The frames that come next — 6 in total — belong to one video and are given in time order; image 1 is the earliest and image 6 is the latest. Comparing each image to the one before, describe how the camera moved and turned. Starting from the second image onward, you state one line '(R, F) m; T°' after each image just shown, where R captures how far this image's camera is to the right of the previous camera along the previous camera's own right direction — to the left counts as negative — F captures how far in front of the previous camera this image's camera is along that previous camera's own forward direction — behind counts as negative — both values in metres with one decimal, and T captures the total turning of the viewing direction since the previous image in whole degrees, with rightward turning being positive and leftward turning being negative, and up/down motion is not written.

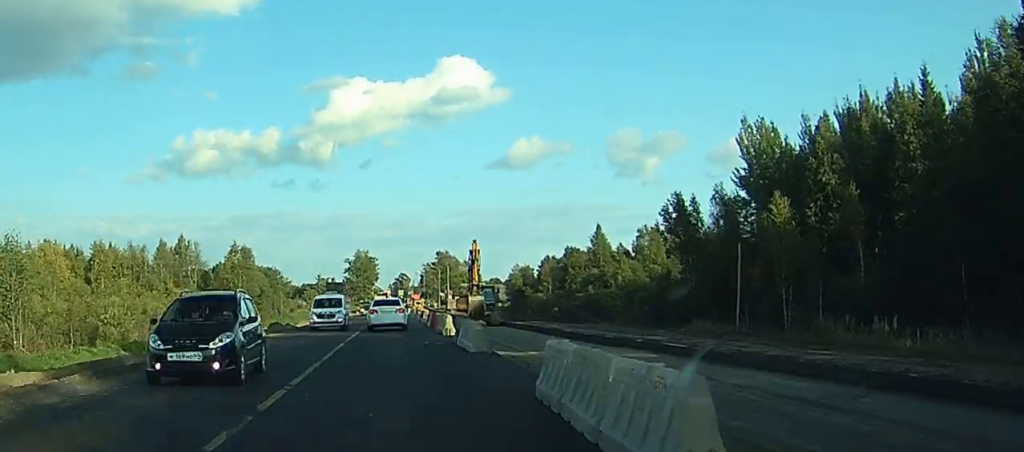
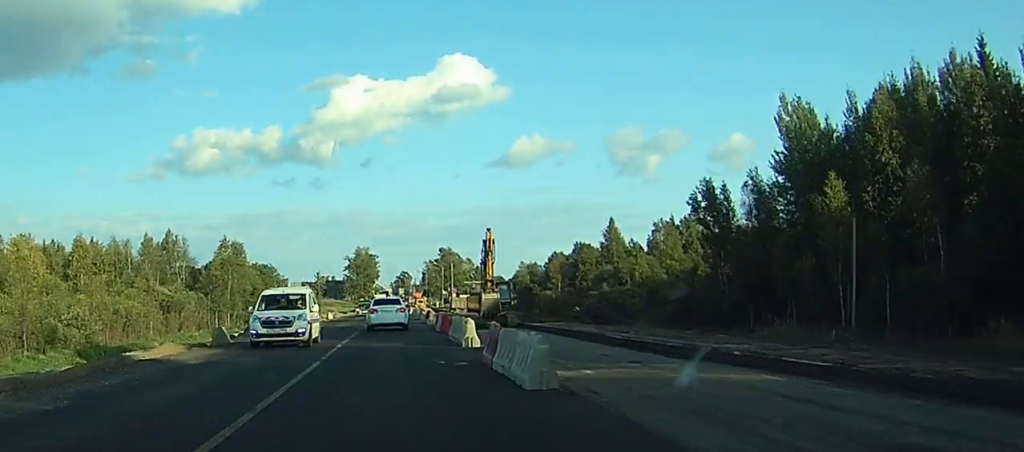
(0.0, +9.1) m; 0°
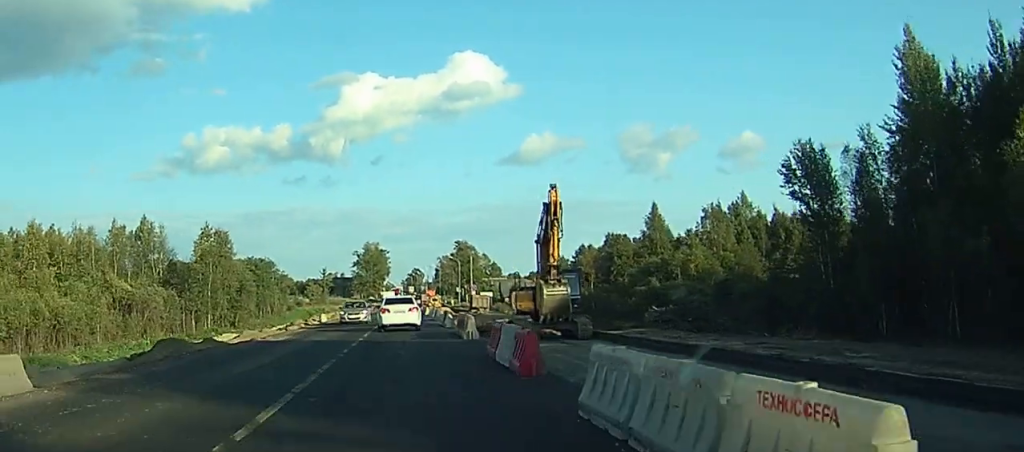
(-0.1, +19.4) m; -1°
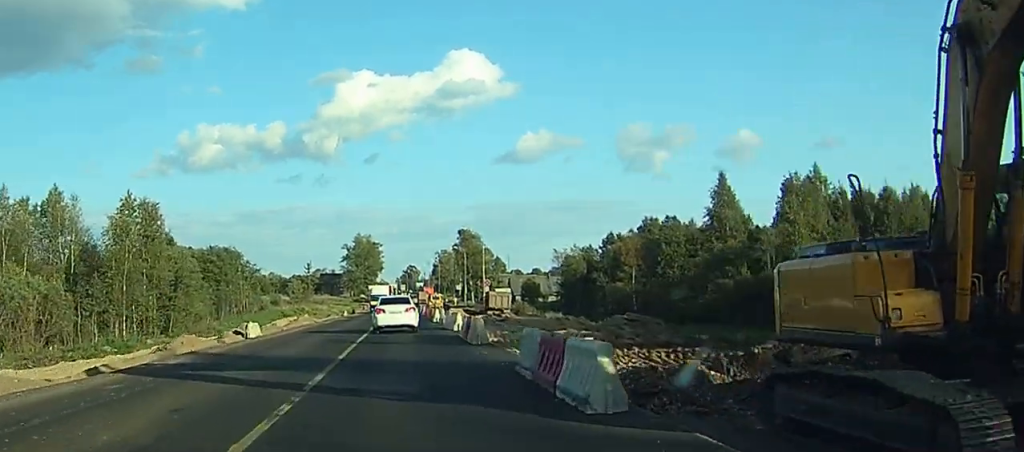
(-0.2, +30.7) m; 0°
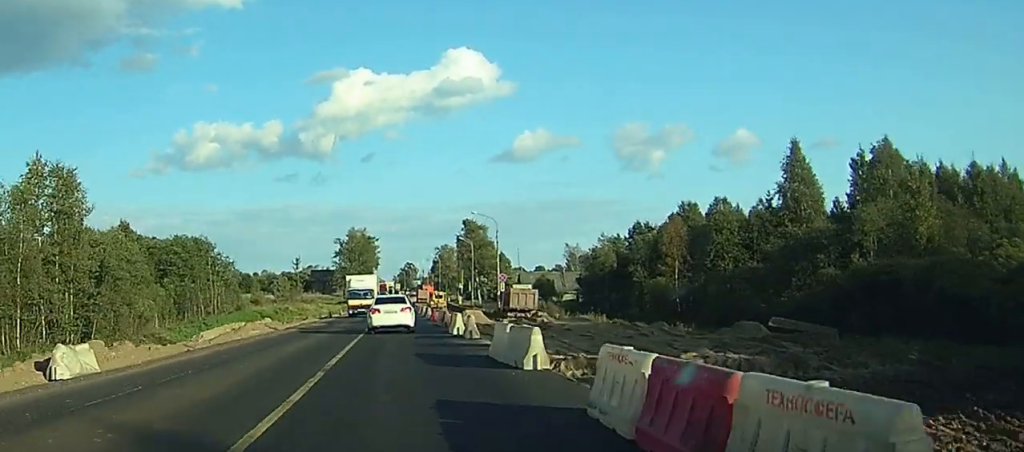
(+0.1, +20.7) m; 0°
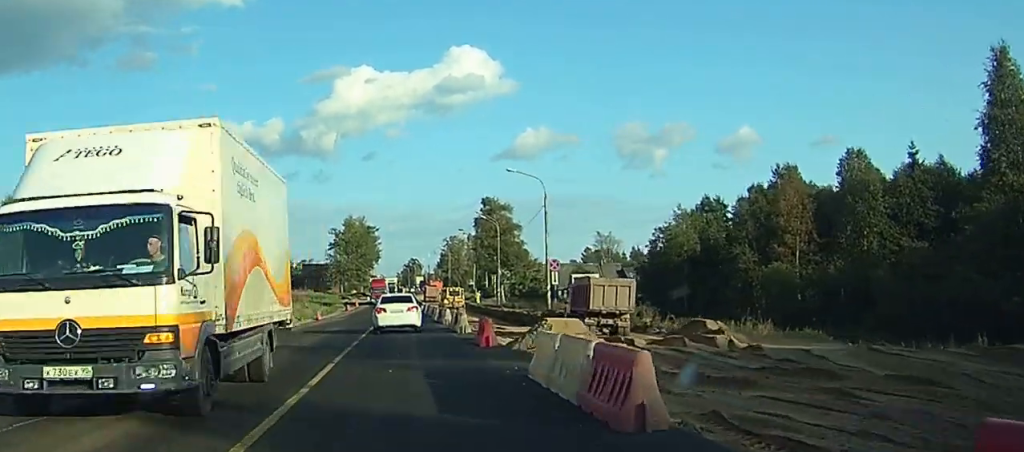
(0.0, +31.0) m; 0°
